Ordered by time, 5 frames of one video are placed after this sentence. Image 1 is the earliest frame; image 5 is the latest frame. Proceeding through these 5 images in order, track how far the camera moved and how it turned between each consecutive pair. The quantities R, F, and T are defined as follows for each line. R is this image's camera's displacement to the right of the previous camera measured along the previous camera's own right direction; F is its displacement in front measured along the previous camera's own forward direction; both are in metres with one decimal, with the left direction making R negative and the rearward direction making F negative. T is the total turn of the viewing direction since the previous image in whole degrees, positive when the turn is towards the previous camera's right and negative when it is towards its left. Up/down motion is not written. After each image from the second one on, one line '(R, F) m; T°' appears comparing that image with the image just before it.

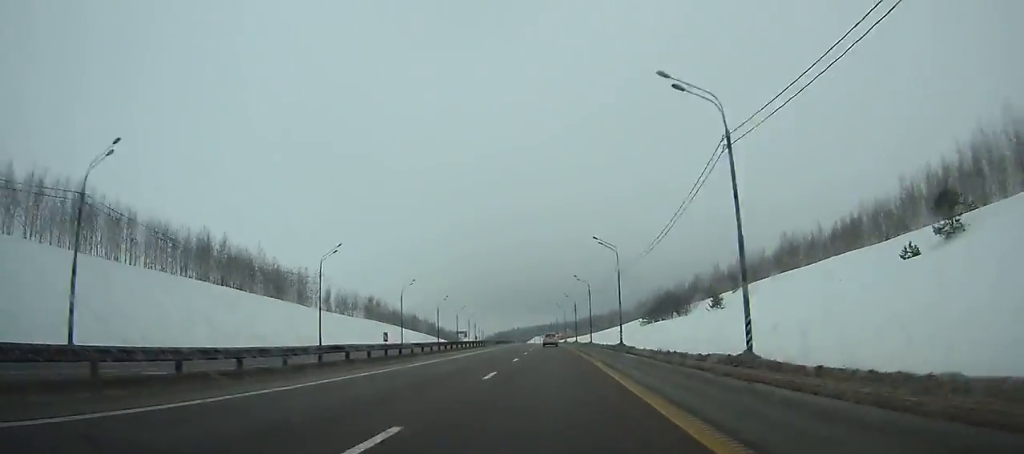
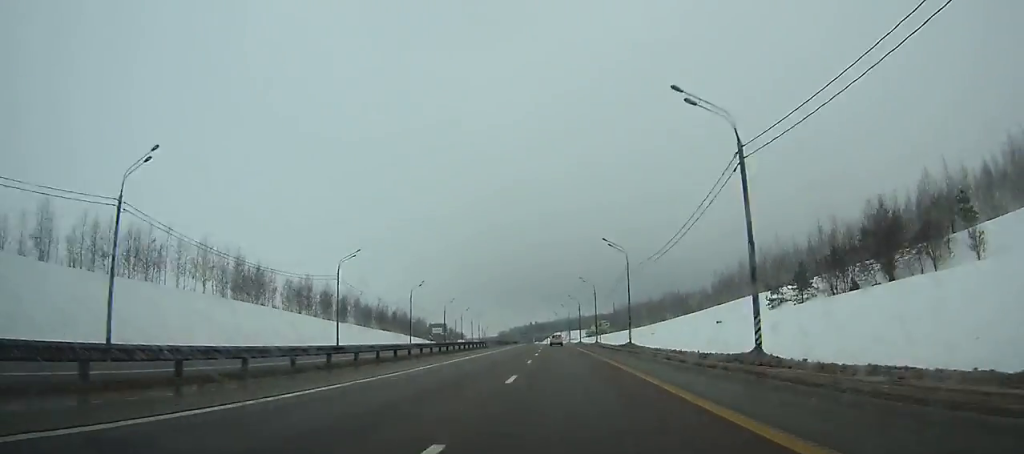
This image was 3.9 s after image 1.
(-2.3, +109.3) m; -2°
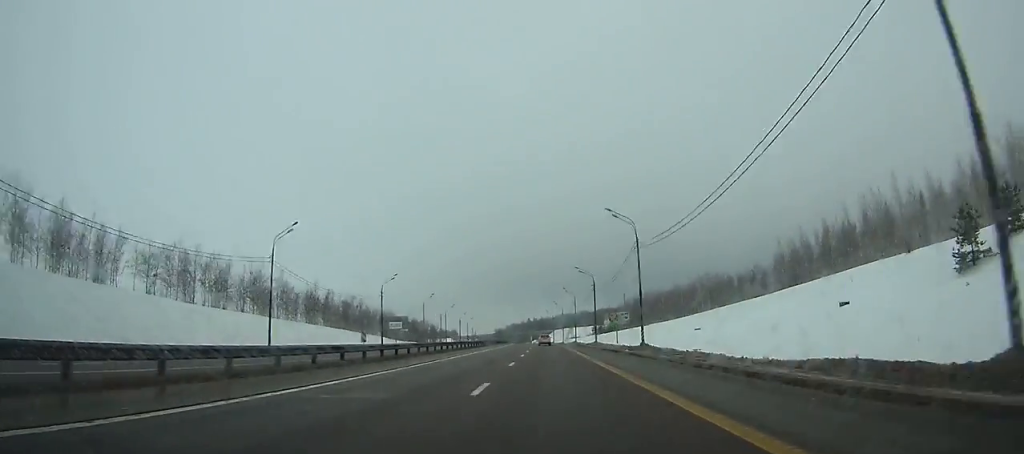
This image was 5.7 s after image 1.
(-0.3, +50.5) m; -1°
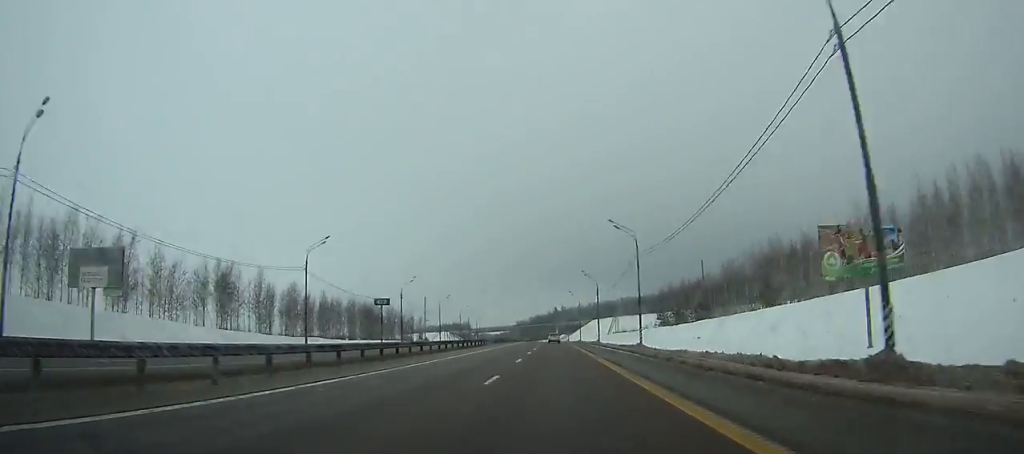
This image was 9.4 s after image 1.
(-1.4, +104.4) m; -2°
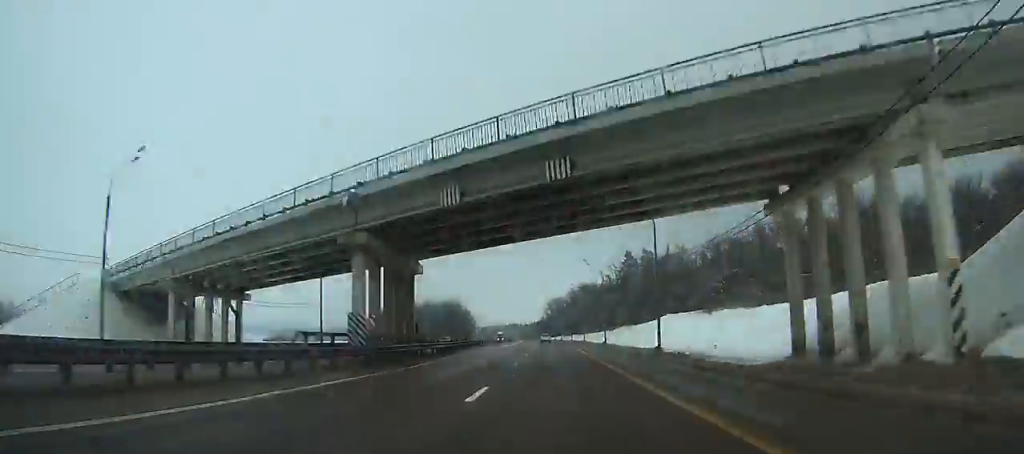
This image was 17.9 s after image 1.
(-9.5, +243.8) m; -5°
